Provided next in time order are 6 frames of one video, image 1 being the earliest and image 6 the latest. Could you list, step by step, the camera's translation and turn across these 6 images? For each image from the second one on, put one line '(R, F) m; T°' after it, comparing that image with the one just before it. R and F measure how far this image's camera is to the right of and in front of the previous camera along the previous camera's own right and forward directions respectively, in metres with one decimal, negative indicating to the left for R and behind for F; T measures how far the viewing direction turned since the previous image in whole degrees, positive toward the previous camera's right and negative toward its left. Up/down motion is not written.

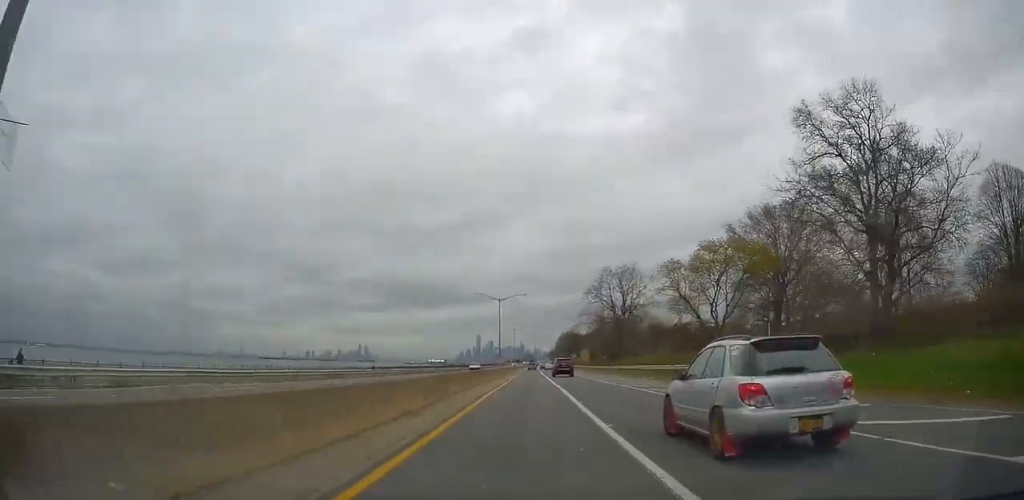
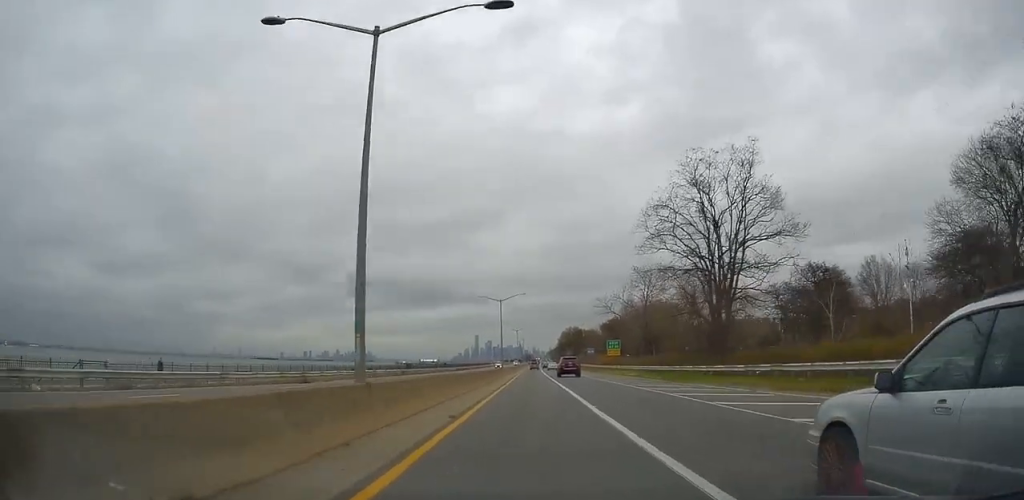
(-0.8, +53.9) m; -1°
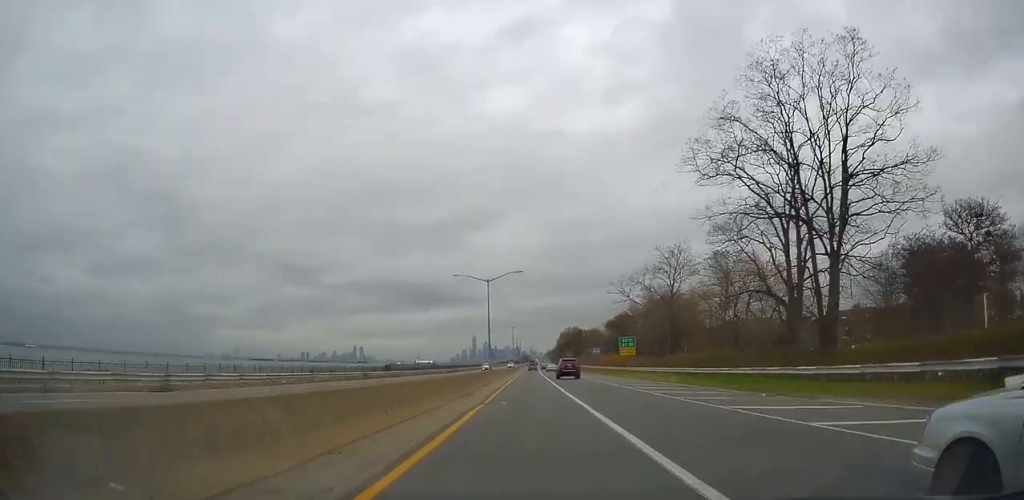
(+0.1, +16.9) m; +1°
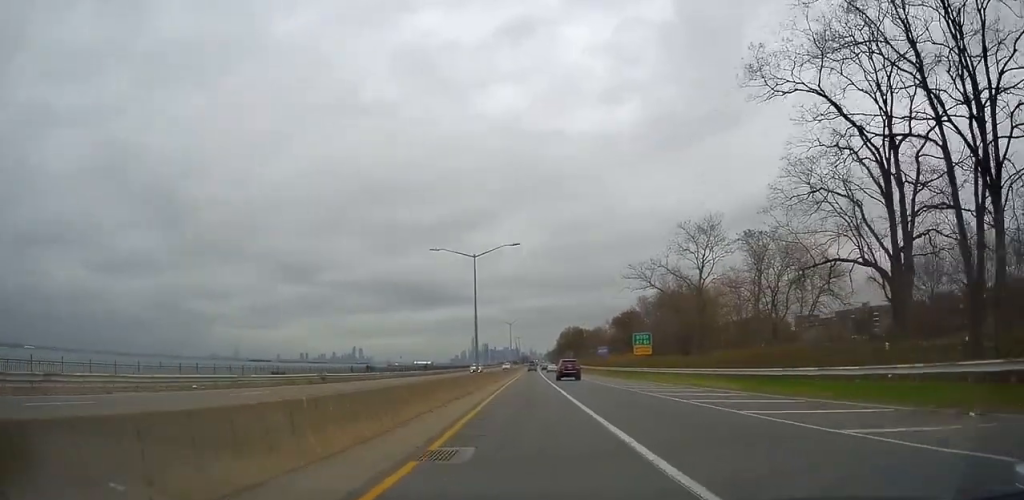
(+0.1, +11.8) m; 0°
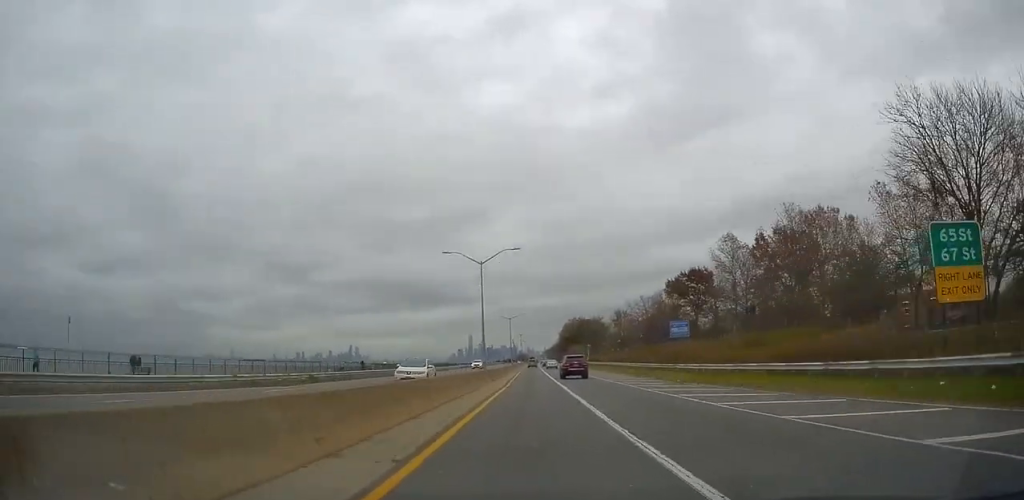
(0.0, +57.7) m; 0°
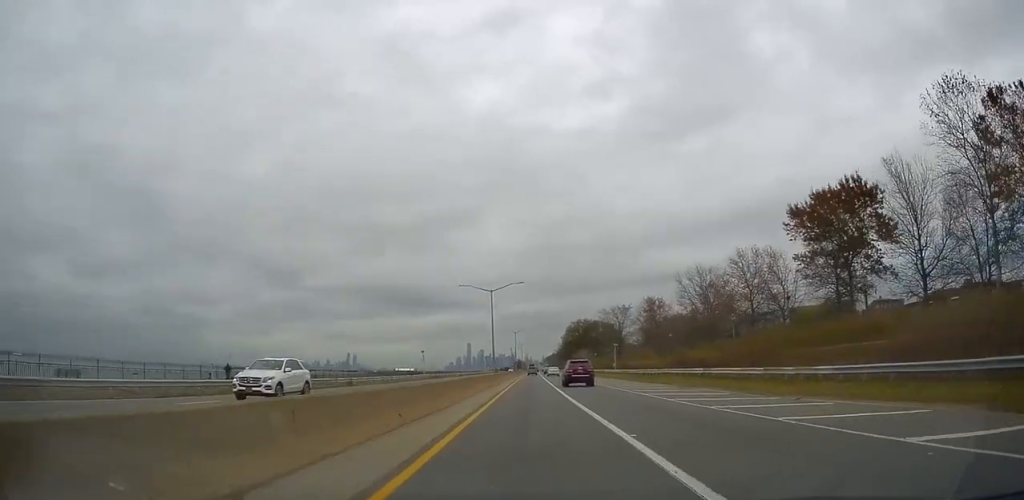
(0.0, +43.3) m; 0°
